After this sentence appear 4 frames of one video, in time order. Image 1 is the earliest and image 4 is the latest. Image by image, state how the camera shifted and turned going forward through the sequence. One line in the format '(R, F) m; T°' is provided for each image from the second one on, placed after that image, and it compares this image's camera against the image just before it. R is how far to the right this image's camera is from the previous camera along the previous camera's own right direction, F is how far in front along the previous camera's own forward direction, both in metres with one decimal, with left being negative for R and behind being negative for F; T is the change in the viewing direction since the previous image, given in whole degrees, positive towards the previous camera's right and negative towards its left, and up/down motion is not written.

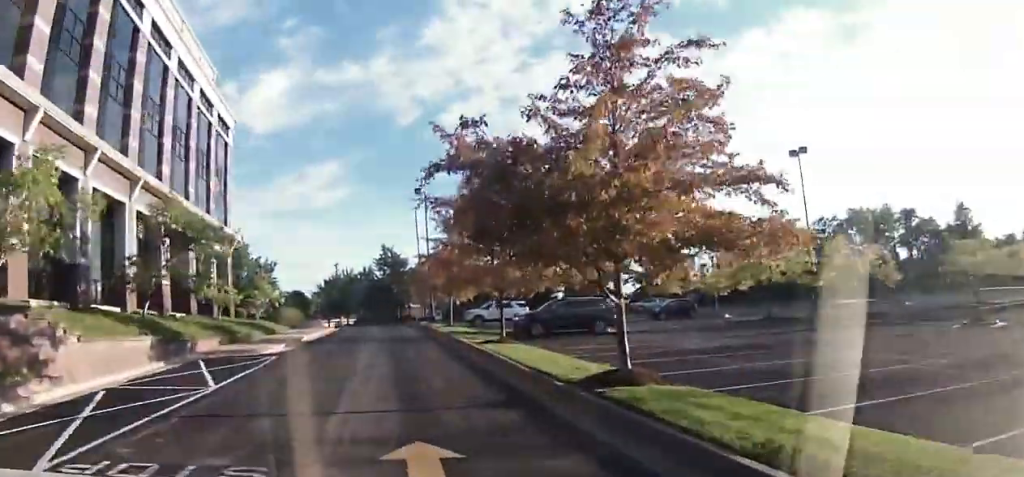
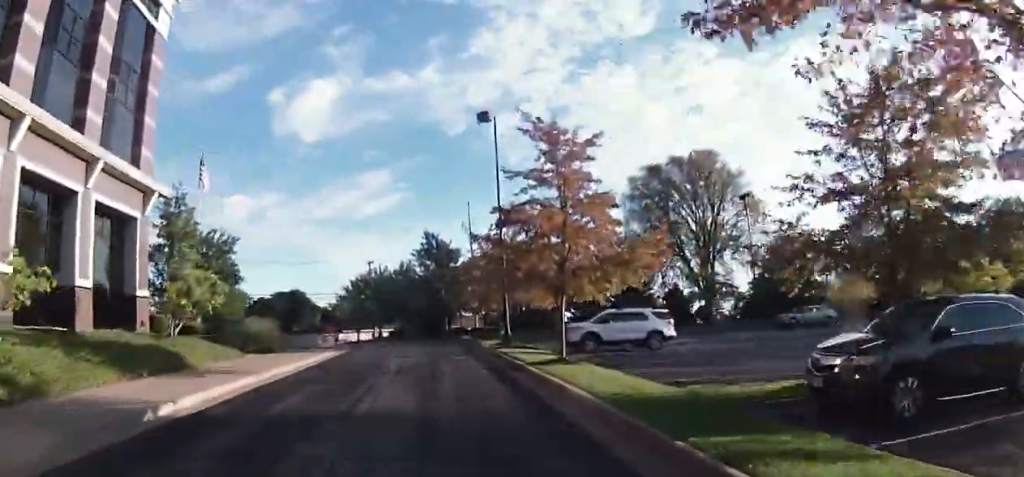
(-0.8, +19.9) m; -13°
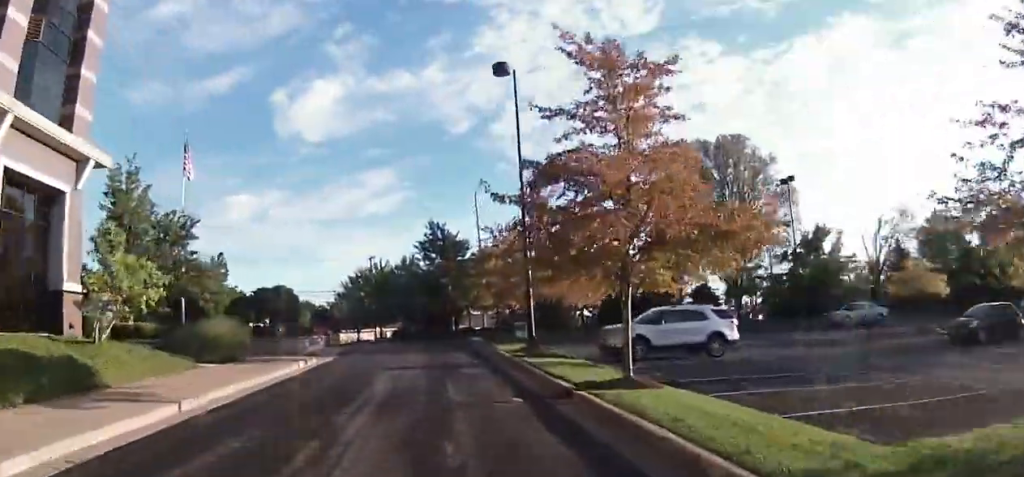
(-0.6, +5.5) m; -5°
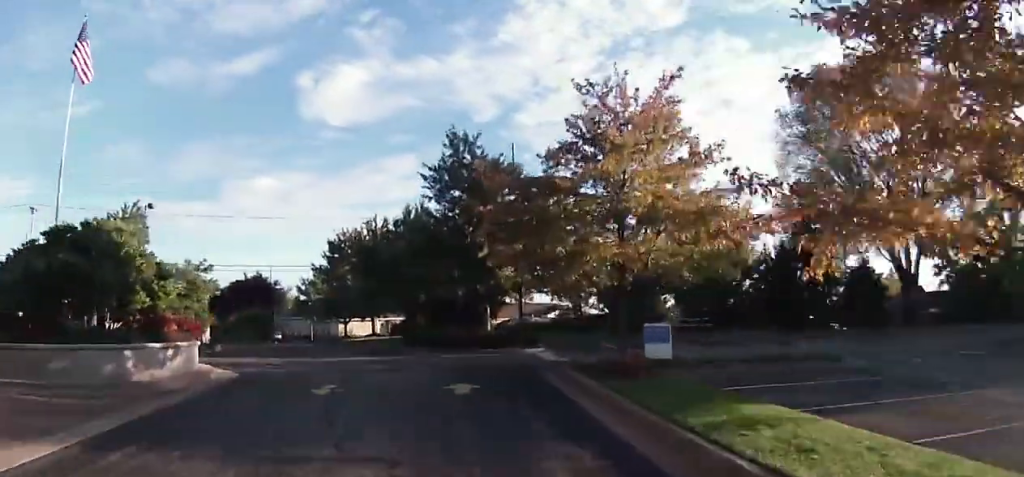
(+0.1, +22.9) m; -1°
